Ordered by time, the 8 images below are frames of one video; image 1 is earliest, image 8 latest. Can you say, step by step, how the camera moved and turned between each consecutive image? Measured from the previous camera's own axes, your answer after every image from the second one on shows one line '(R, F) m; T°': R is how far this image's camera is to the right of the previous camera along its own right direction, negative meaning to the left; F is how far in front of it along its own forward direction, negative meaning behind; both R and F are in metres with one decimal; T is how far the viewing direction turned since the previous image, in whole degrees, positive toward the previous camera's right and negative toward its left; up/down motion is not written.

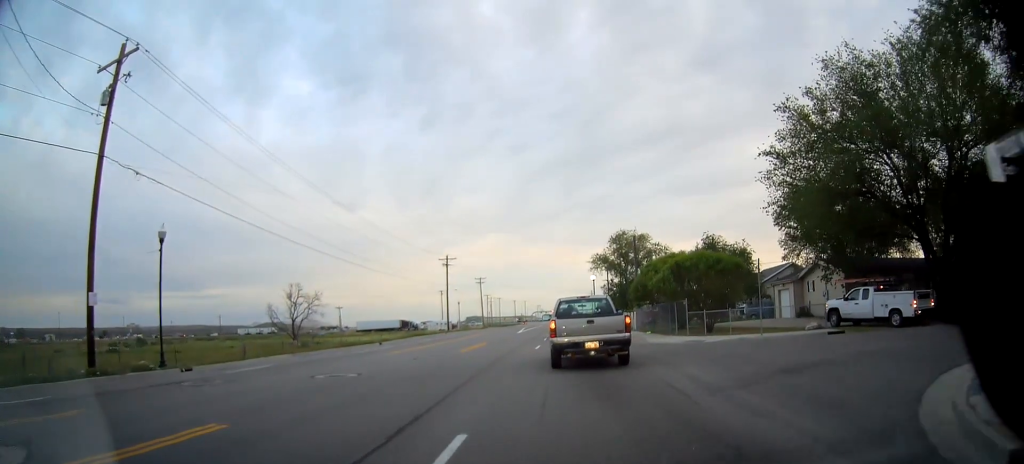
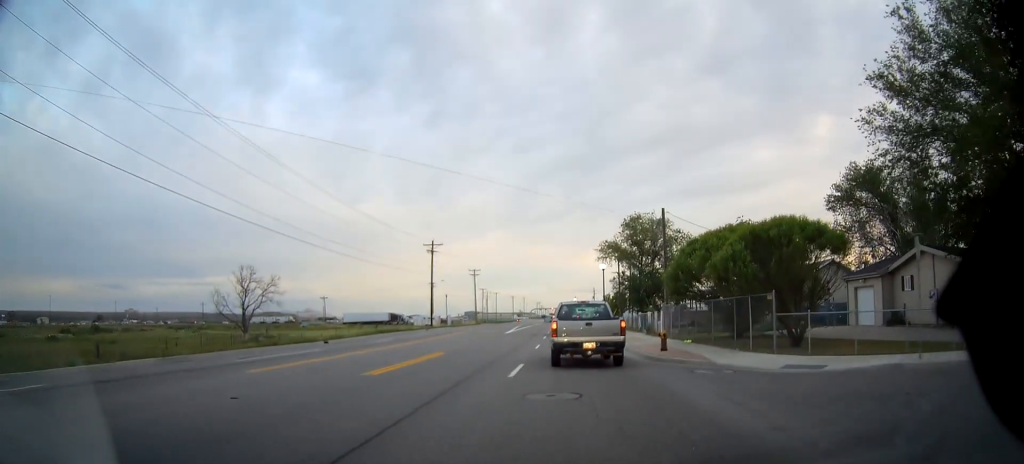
(0.0, +12.1) m; 0°
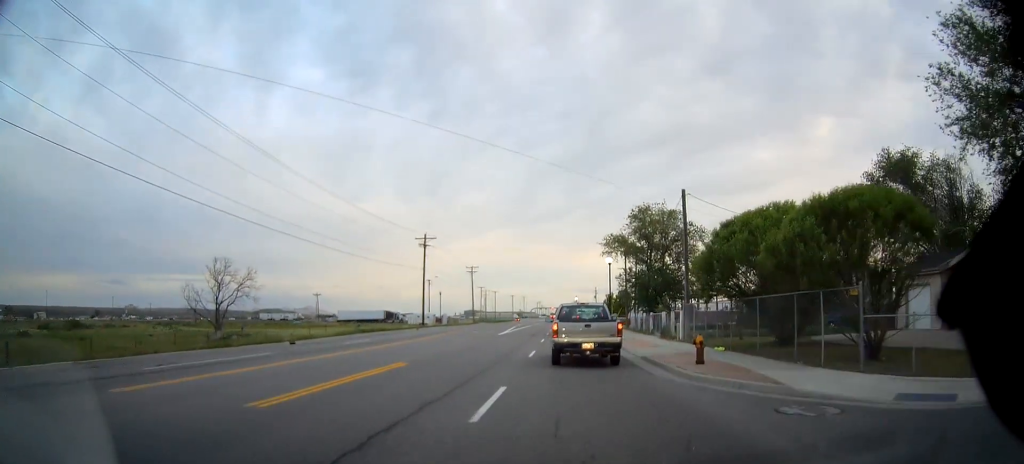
(0.0, +5.5) m; 0°
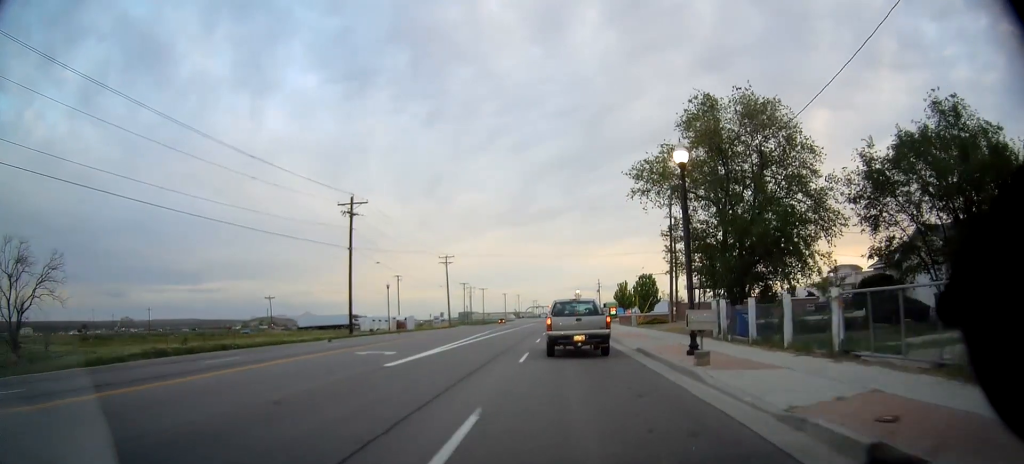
(0.0, +27.4) m; 0°
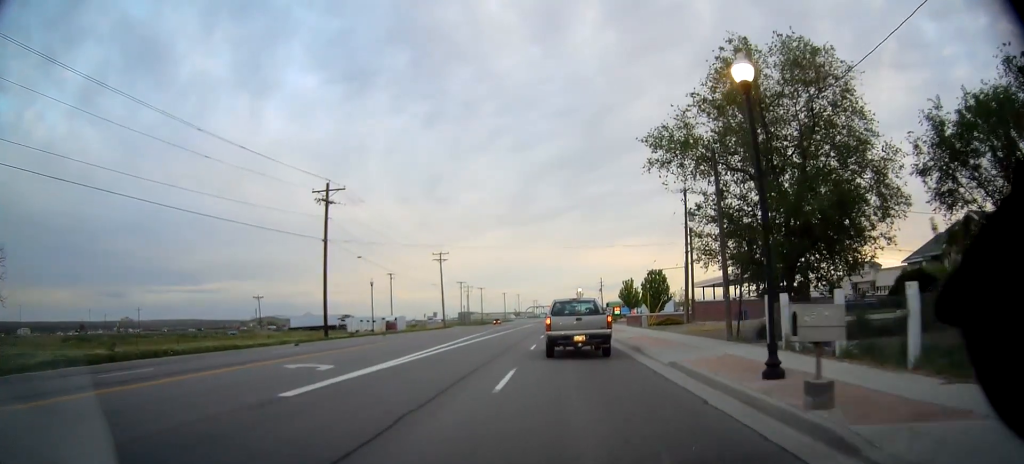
(0.0, +6.0) m; 0°
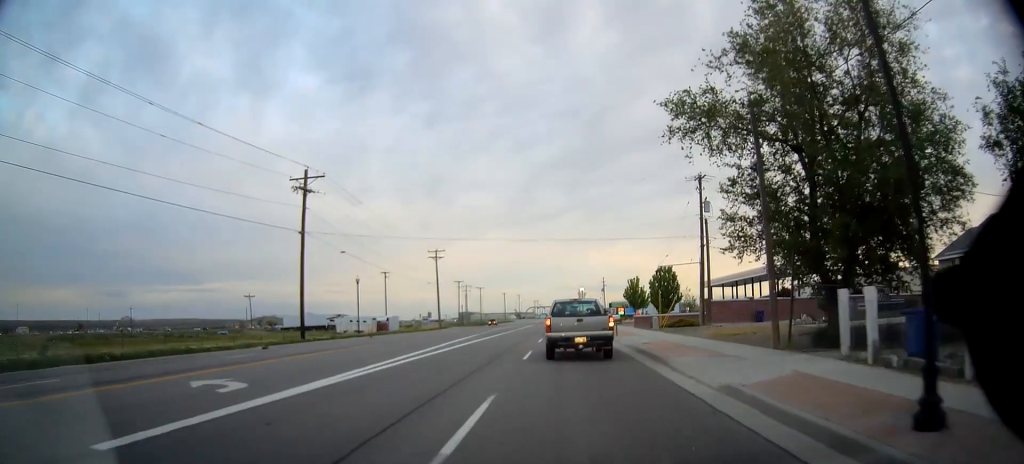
(0.0, +4.7) m; 0°
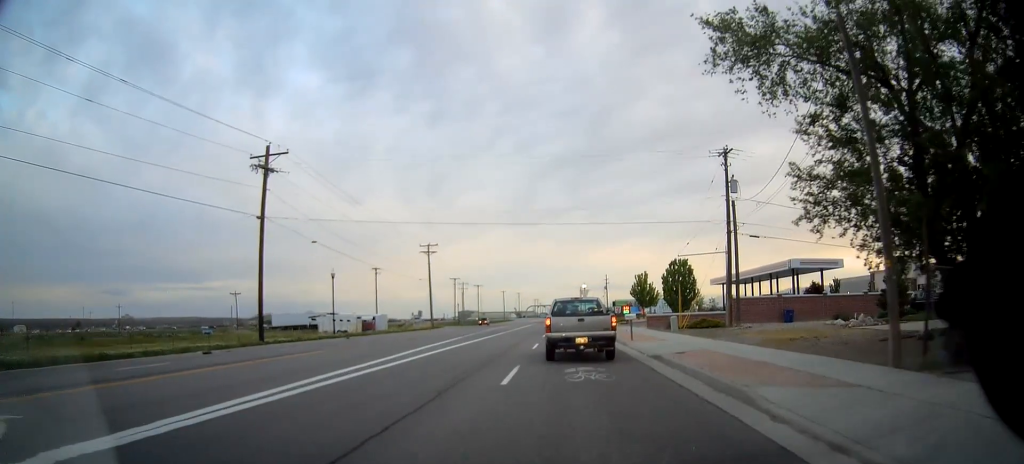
(0.0, +6.6) m; 0°
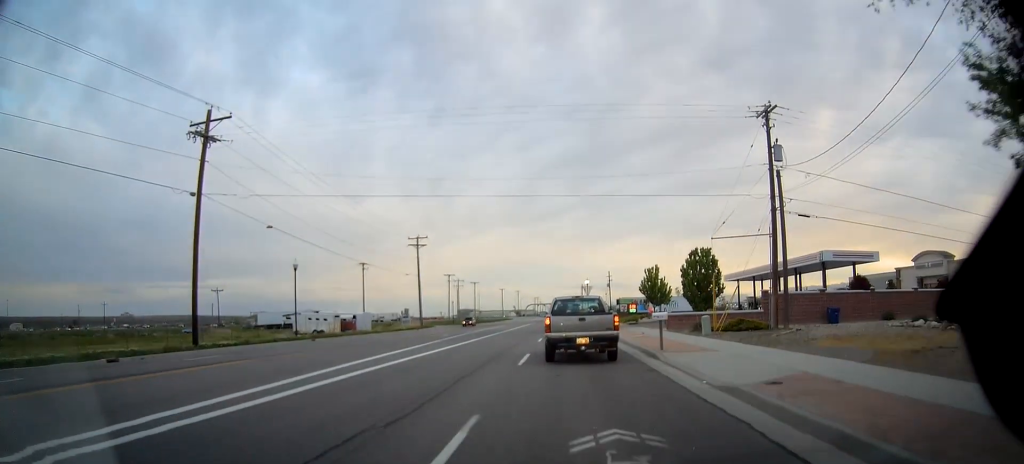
(0.0, +7.7) m; 0°
